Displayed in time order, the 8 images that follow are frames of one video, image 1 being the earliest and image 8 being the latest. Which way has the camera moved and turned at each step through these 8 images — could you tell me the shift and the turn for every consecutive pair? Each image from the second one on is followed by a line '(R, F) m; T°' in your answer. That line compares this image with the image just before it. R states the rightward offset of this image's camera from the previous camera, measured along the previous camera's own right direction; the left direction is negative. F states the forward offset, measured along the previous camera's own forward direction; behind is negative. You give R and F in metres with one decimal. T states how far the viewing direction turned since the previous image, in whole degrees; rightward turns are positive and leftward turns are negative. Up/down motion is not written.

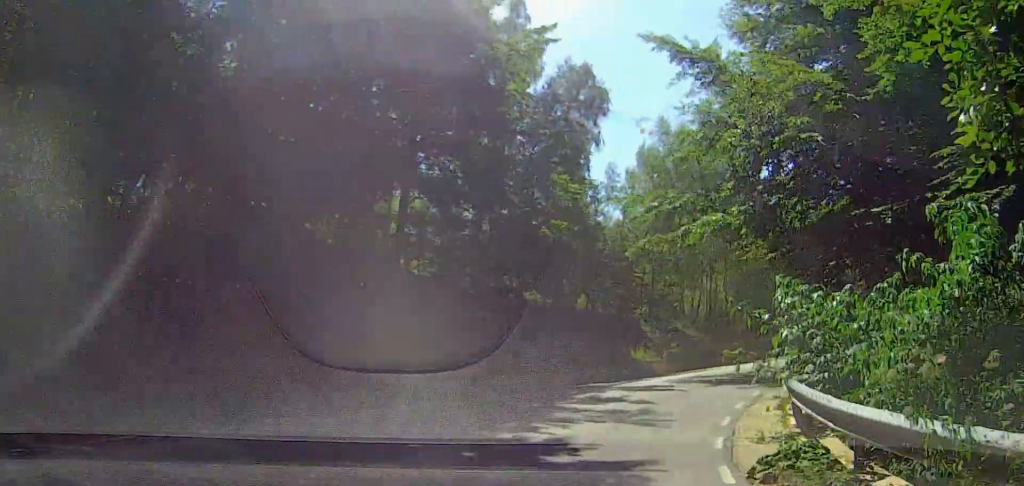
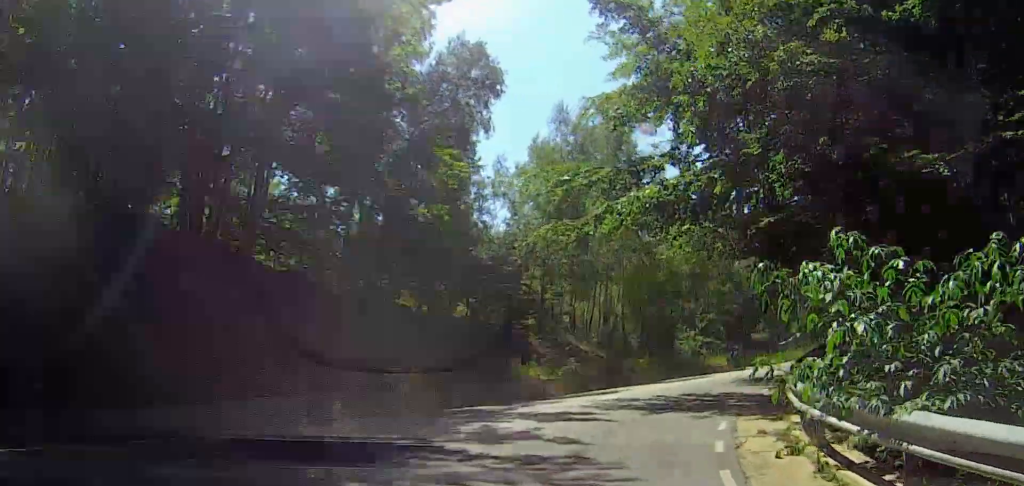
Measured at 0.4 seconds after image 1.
(+0.1, +4.7) m; +11°
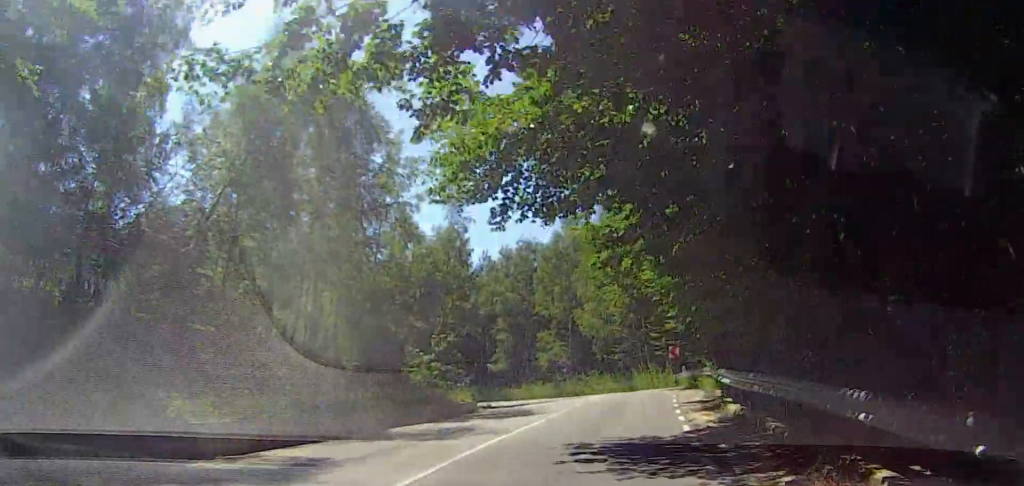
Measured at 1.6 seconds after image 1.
(+3.6, +10.0) m; +31°
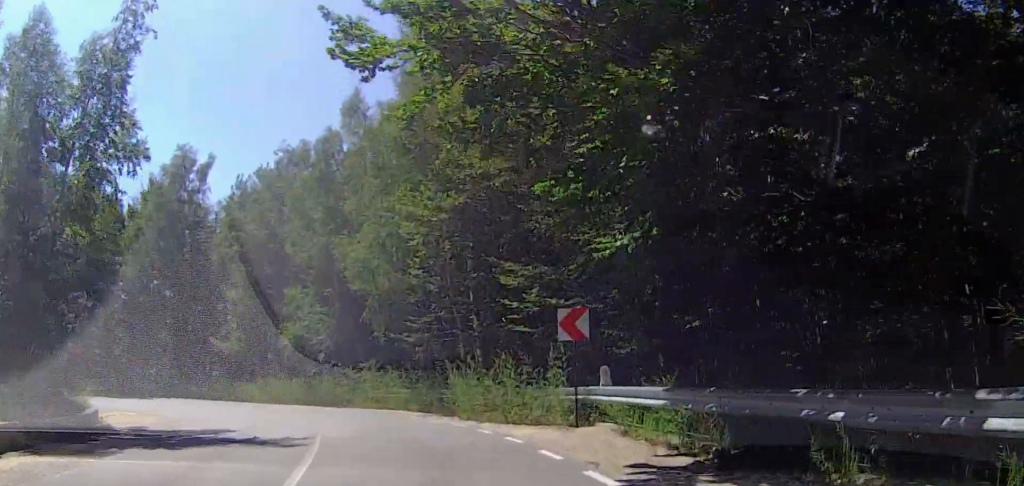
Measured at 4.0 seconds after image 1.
(+4.8, +25.8) m; +11°
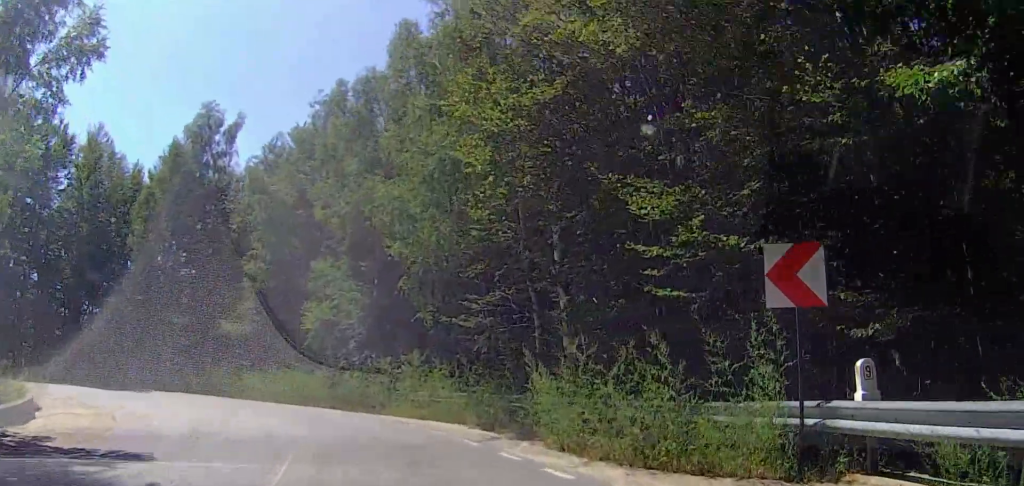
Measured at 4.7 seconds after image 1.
(0.0, +7.6) m; -7°
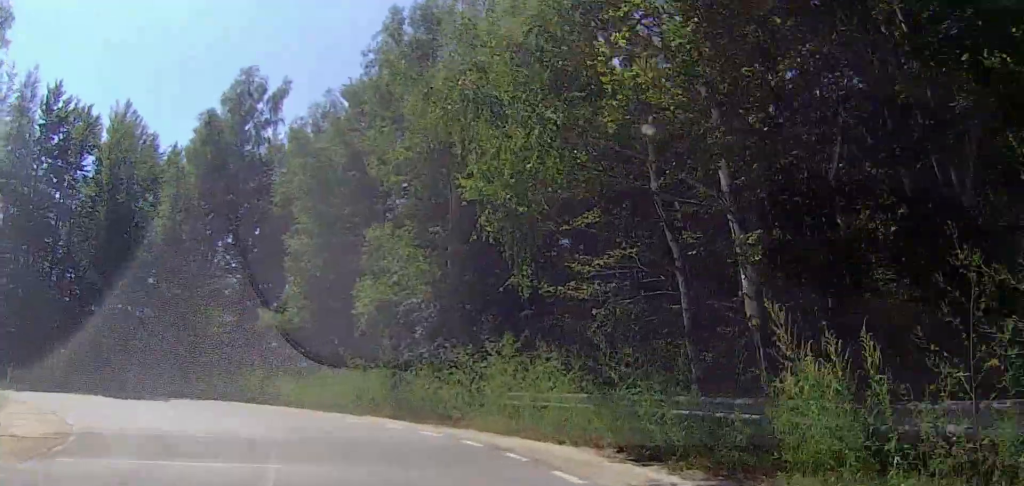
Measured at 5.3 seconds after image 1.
(+0.7, +6.7) m; -12°
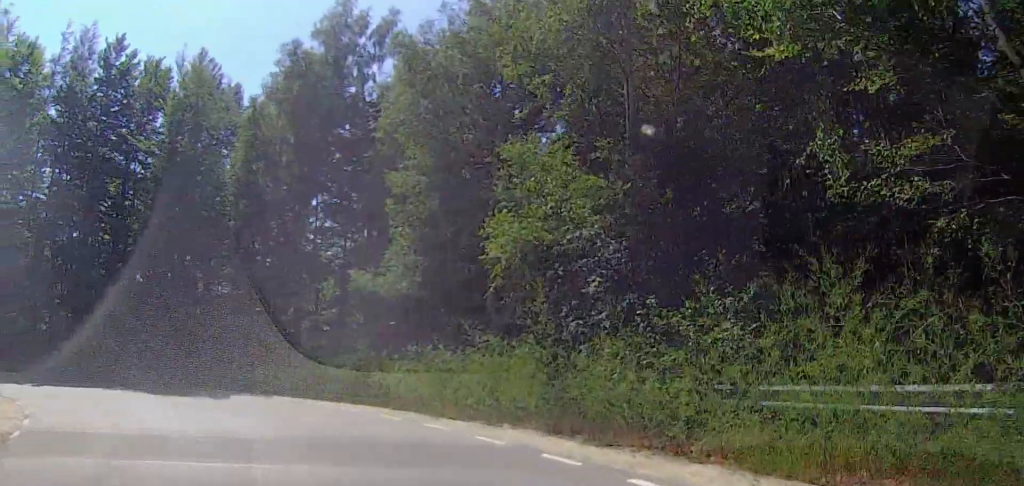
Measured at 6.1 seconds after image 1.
(-2.5, +7.0) m; -16°
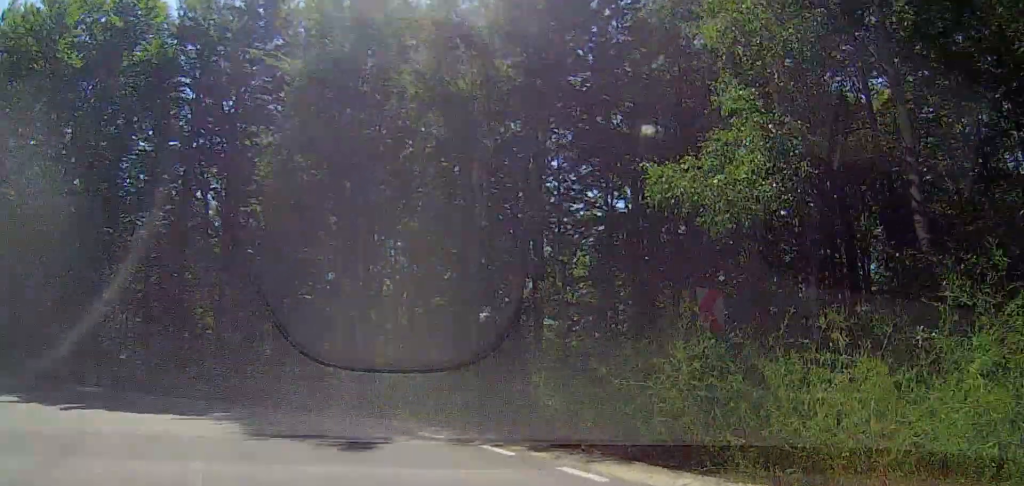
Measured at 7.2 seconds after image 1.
(-1.0, +11.1) m; -6°
